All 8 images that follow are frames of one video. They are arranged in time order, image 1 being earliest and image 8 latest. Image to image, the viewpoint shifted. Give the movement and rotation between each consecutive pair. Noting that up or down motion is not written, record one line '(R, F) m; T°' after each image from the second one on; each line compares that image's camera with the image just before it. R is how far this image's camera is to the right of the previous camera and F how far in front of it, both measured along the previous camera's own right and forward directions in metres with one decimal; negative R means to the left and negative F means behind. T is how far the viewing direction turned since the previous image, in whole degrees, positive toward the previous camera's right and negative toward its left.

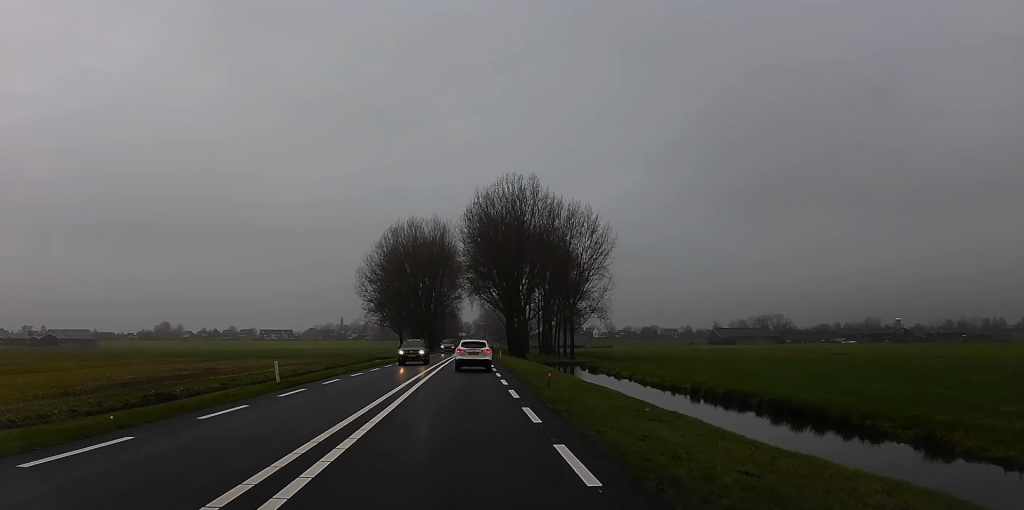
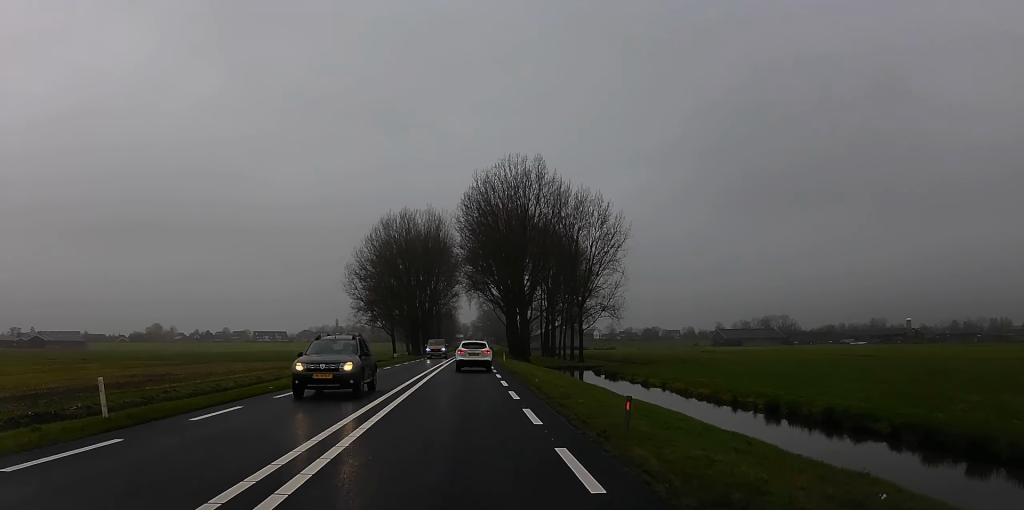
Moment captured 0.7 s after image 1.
(-0.2, +12.7) m; -2°
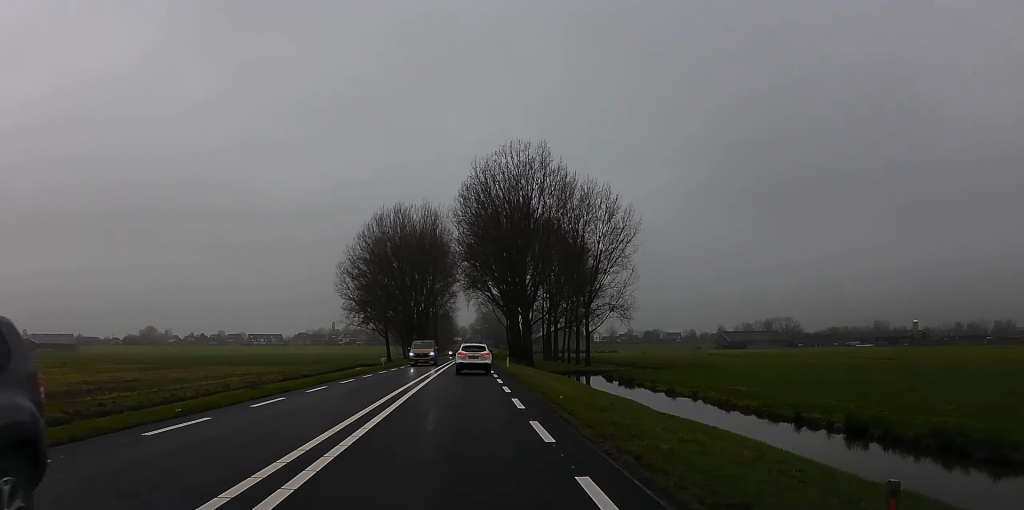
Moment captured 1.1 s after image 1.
(-0.7, +8.2) m; -1°
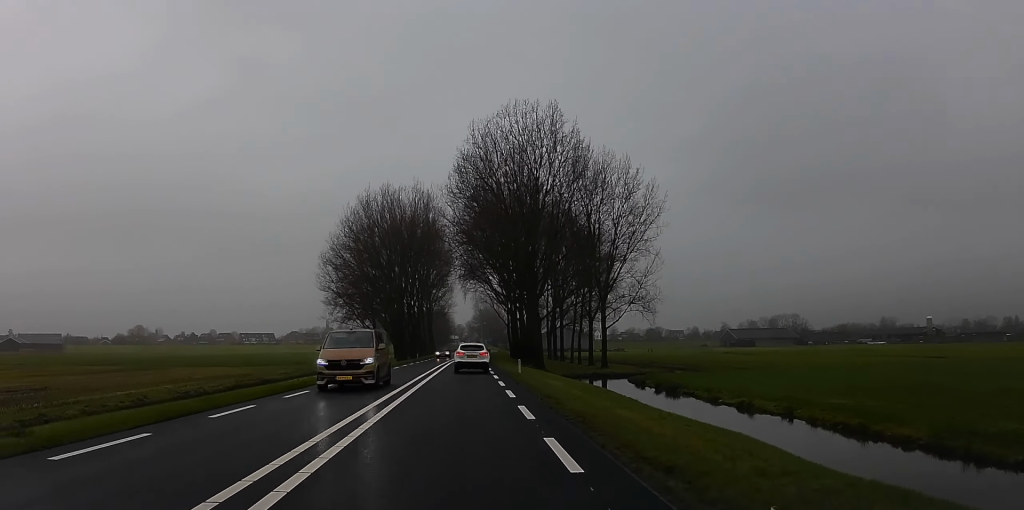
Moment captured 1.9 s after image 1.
(+0.2, +14.9) m; +1°
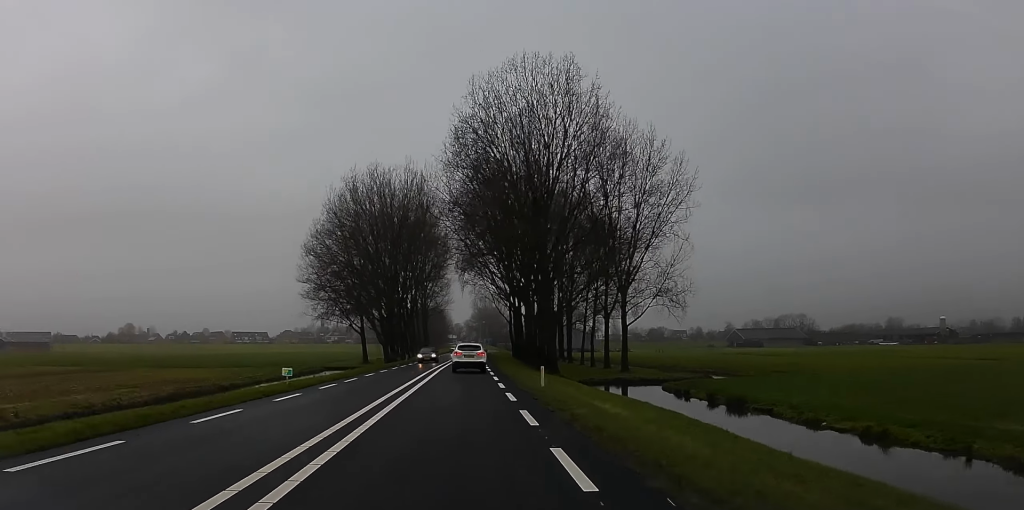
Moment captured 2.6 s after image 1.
(+0.4, +12.6) m; +2°
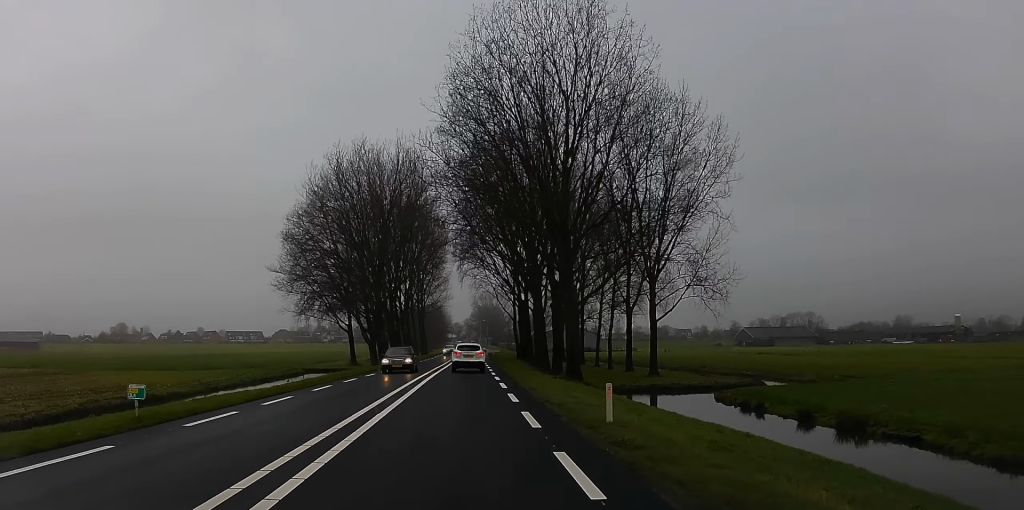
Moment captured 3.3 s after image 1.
(0.0, +12.7) m; 0°
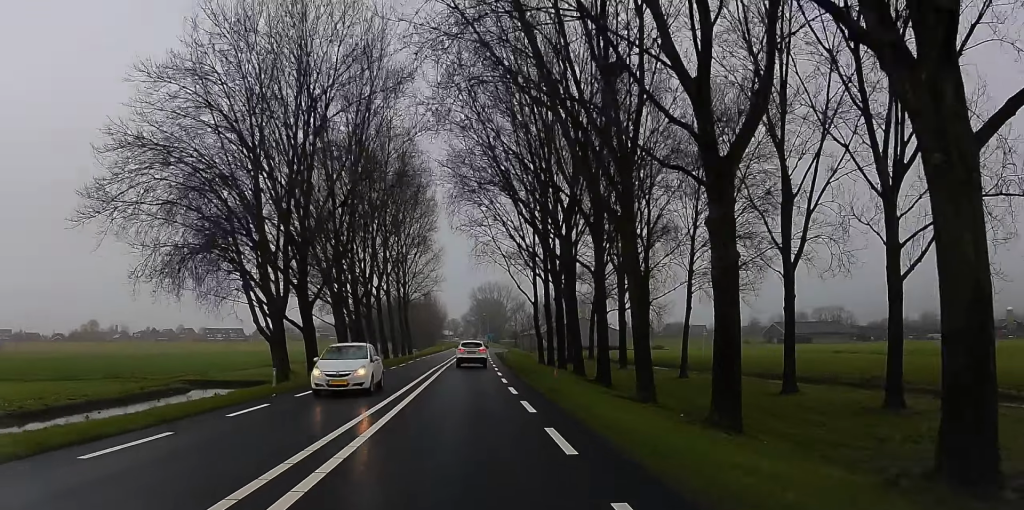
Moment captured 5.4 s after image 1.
(0.0, +39.2) m; 0°
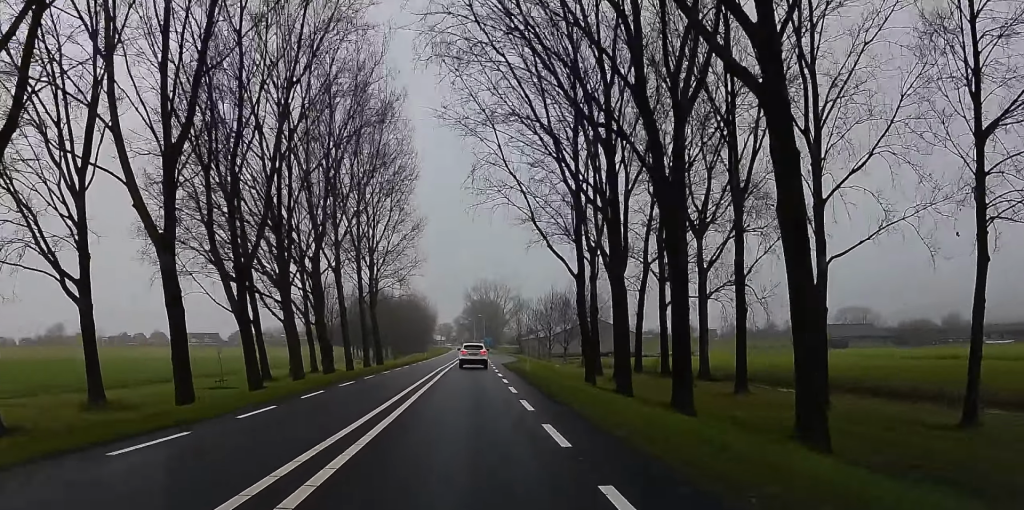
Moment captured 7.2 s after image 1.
(+0.2, +35.2) m; -2°
